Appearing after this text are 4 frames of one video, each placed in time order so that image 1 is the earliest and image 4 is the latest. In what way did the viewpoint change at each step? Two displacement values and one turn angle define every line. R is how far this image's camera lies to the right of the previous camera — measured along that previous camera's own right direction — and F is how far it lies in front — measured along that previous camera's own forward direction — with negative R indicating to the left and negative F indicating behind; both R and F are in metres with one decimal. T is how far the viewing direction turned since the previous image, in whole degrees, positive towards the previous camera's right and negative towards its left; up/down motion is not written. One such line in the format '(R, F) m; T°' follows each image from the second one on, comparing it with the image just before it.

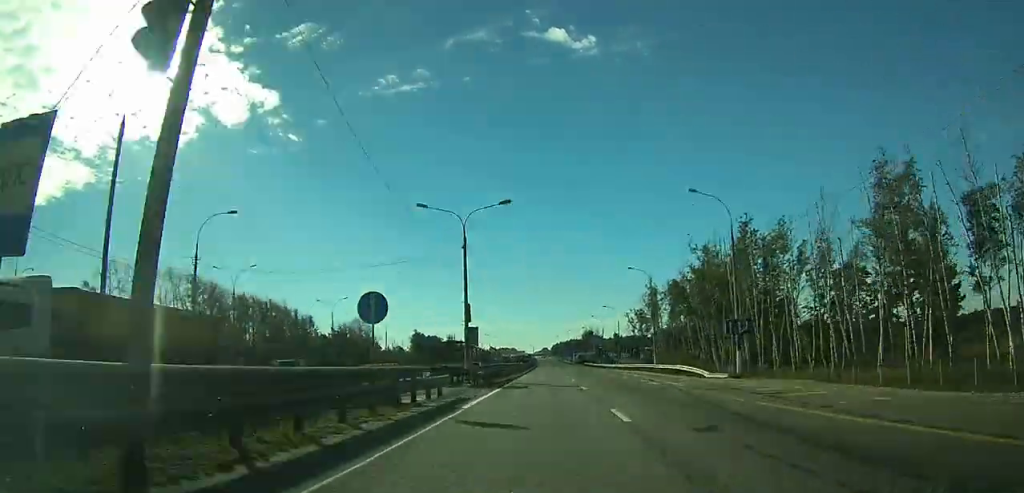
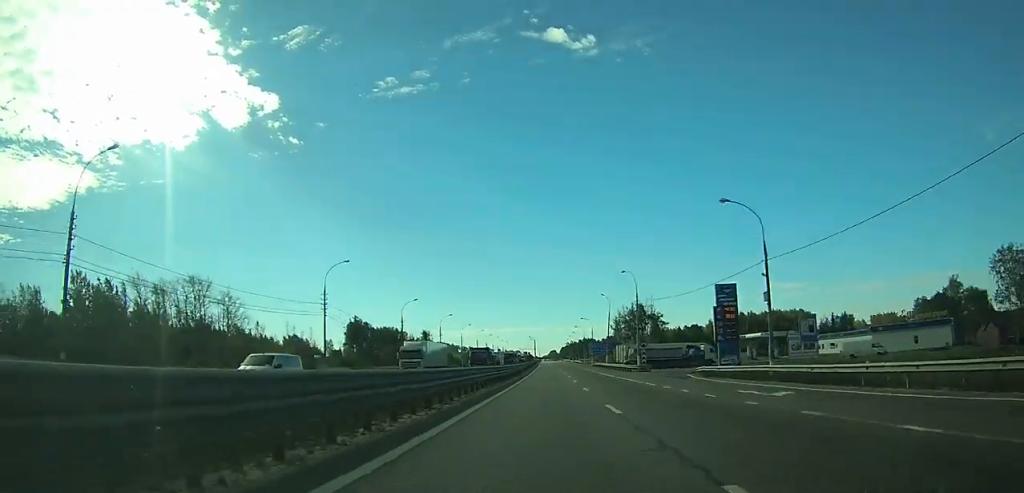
(-0.4, +127.8) m; -1°
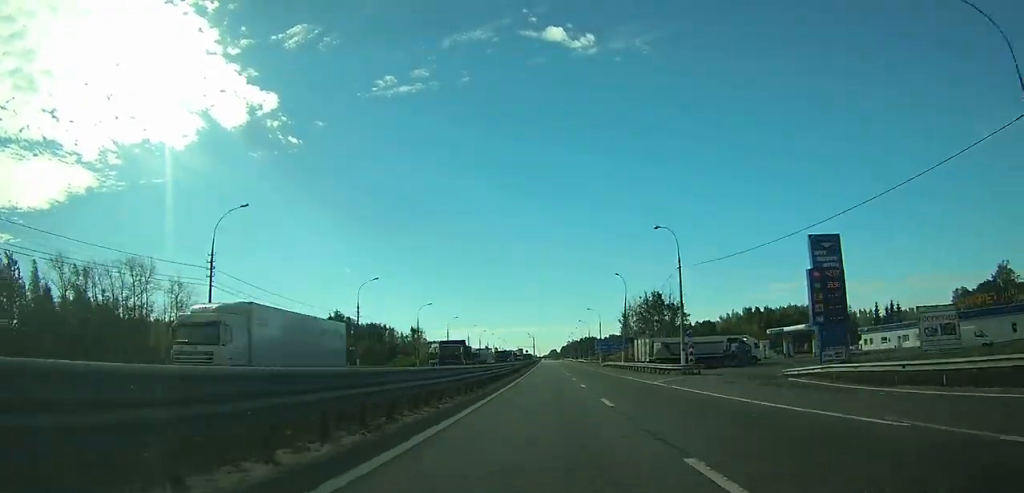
(0.0, +21.6) m; 0°
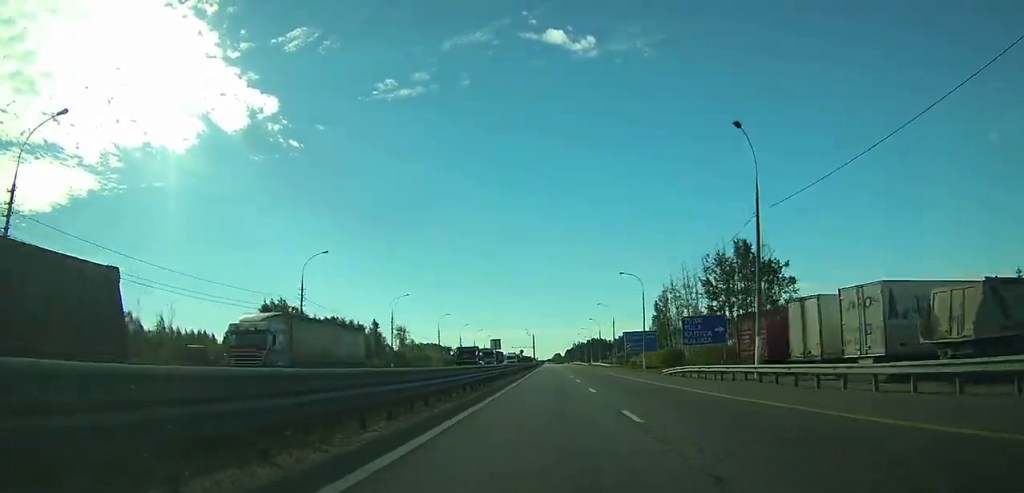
(-0.2, +51.1) m; -1°
